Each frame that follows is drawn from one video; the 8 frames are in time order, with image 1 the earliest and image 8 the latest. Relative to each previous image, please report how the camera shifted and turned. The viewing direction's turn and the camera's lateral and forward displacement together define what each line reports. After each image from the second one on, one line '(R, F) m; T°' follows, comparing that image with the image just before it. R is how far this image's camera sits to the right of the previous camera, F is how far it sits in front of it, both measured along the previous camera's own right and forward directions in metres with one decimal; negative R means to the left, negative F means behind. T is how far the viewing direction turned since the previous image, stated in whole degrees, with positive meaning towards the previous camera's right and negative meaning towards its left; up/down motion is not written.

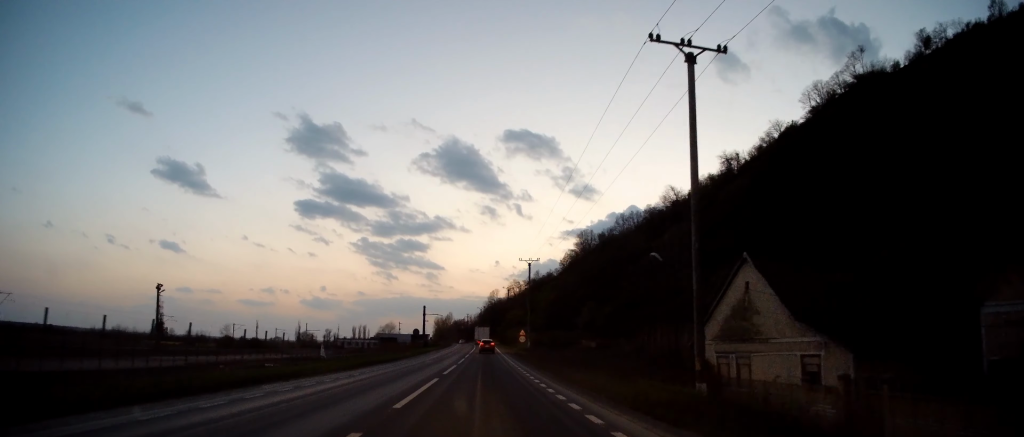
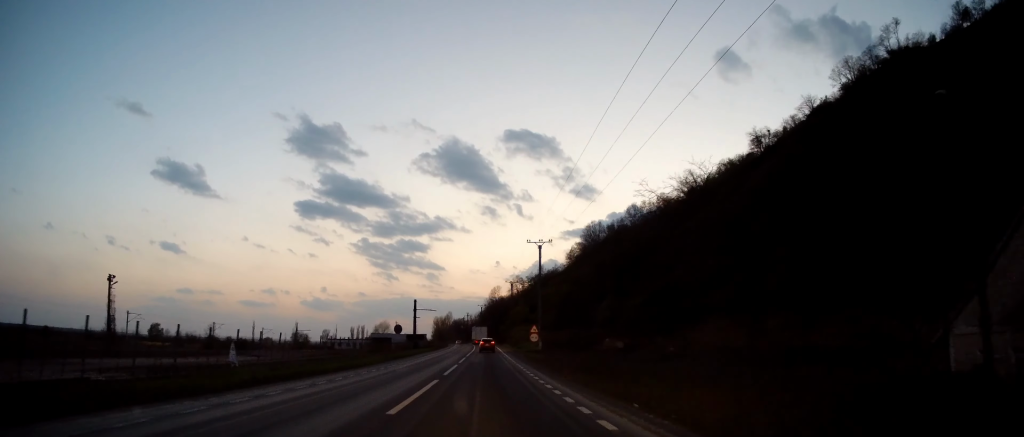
(0.0, +13.0) m; 0°
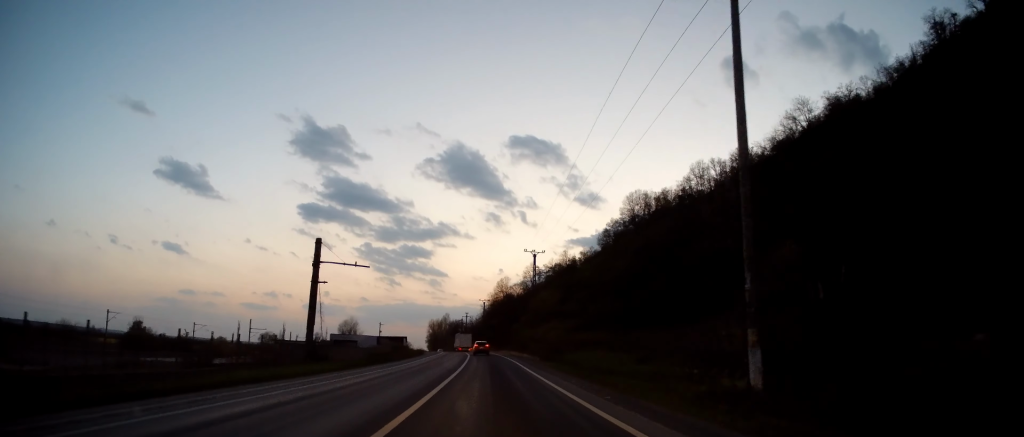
(-0.2, +46.4) m; -1°
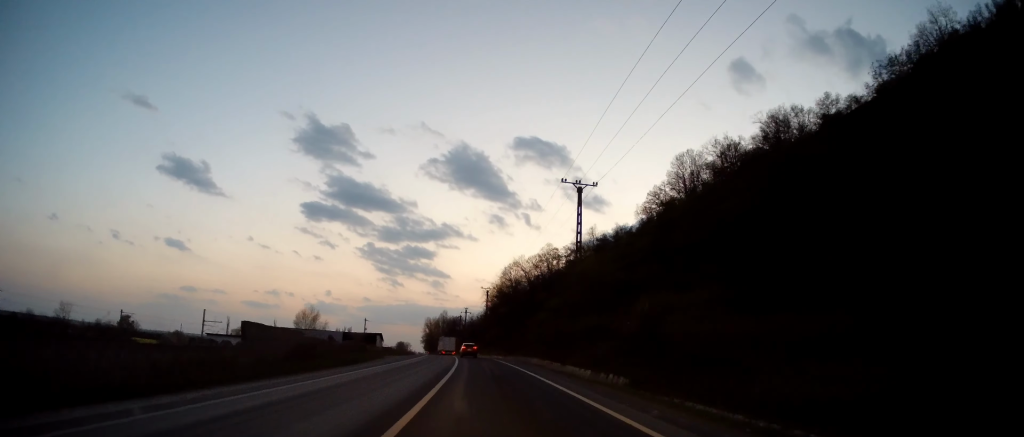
(-0.2, +31.2) m; +1°
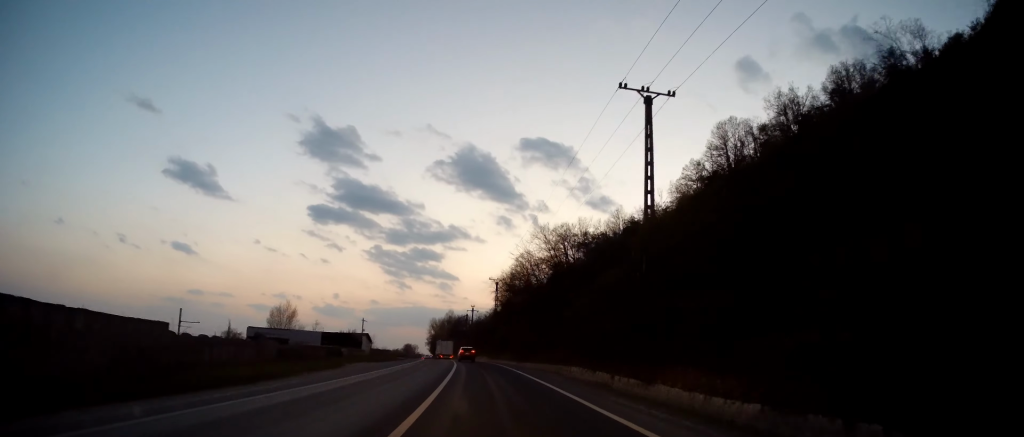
(+0.2, +15.7) m; 0°
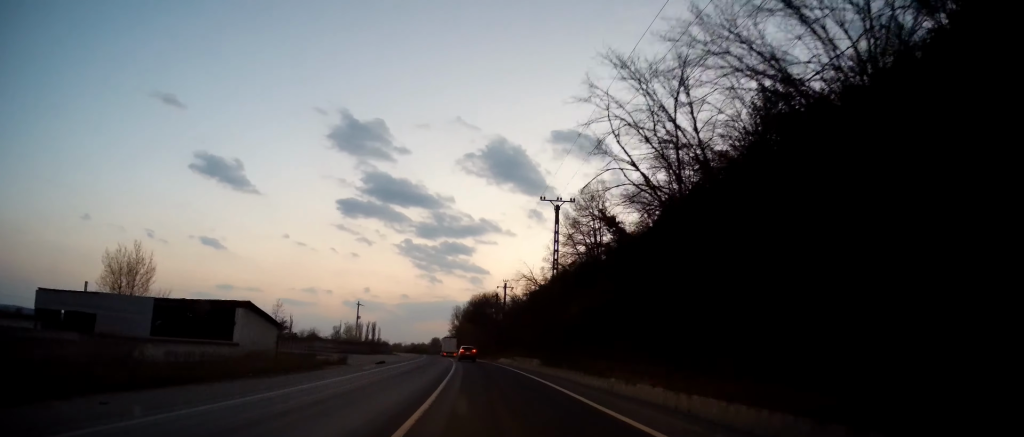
(-0.9, +44.4) m; -3°
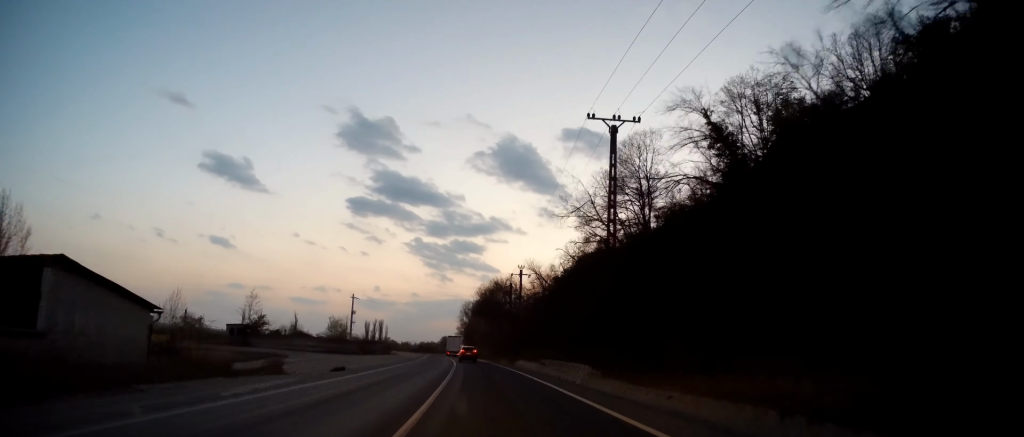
(-0.3, +15.2) m; -2°
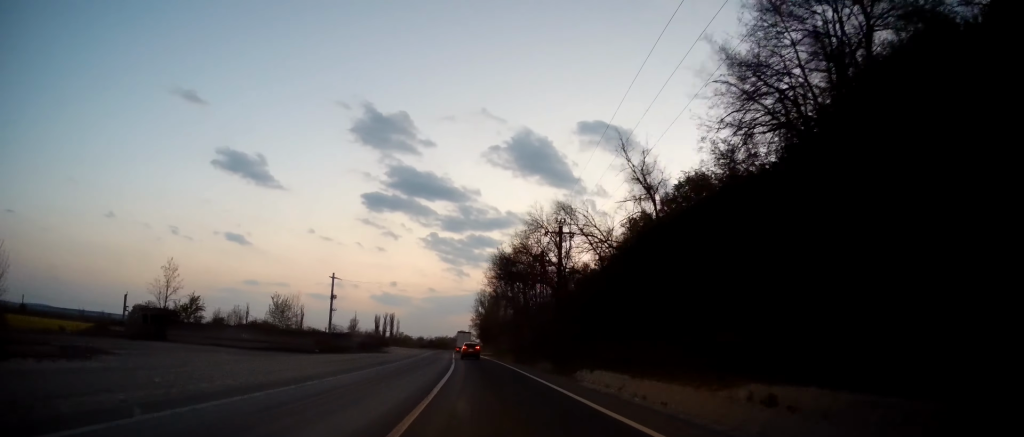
(-0.6, +27.0) m; -3°
